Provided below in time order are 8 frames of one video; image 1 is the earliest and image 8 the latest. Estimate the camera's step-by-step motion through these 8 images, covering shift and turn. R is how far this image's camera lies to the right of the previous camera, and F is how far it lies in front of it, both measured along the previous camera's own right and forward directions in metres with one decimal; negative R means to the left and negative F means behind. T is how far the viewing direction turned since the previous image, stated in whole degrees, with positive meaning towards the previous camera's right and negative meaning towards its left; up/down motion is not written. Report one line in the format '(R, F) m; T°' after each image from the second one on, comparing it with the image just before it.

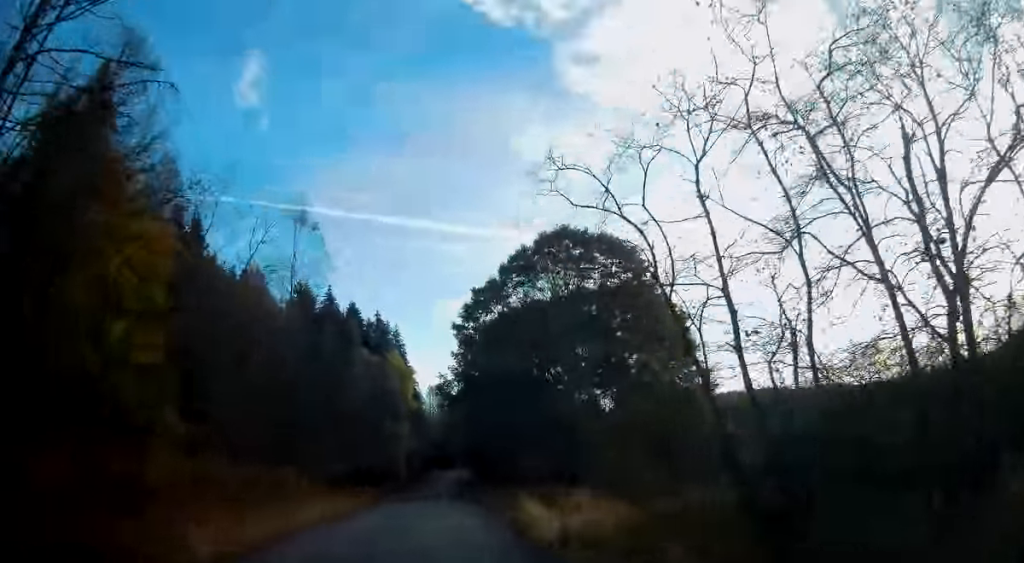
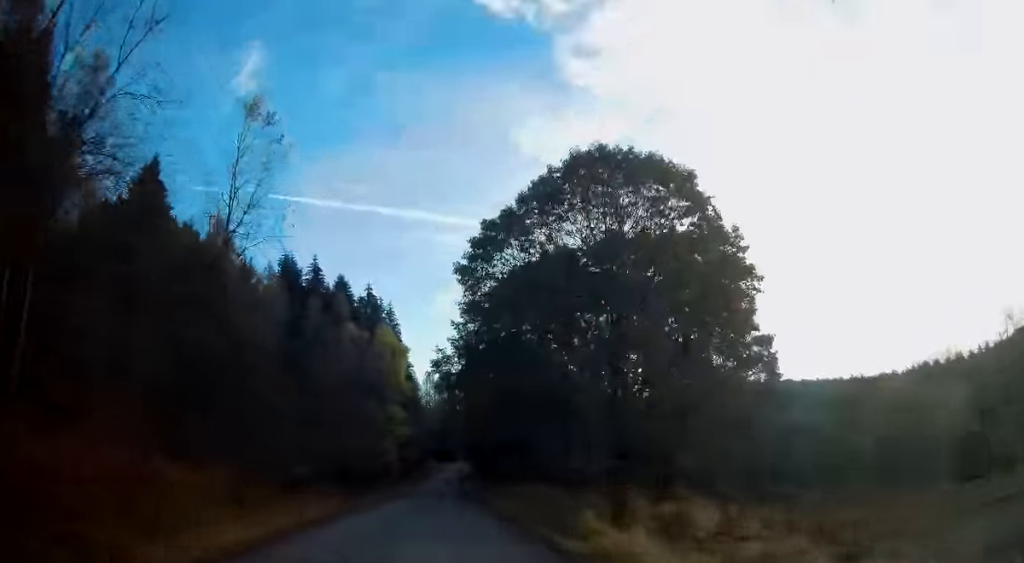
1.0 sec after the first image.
(0.0, +11.6) m; +1°
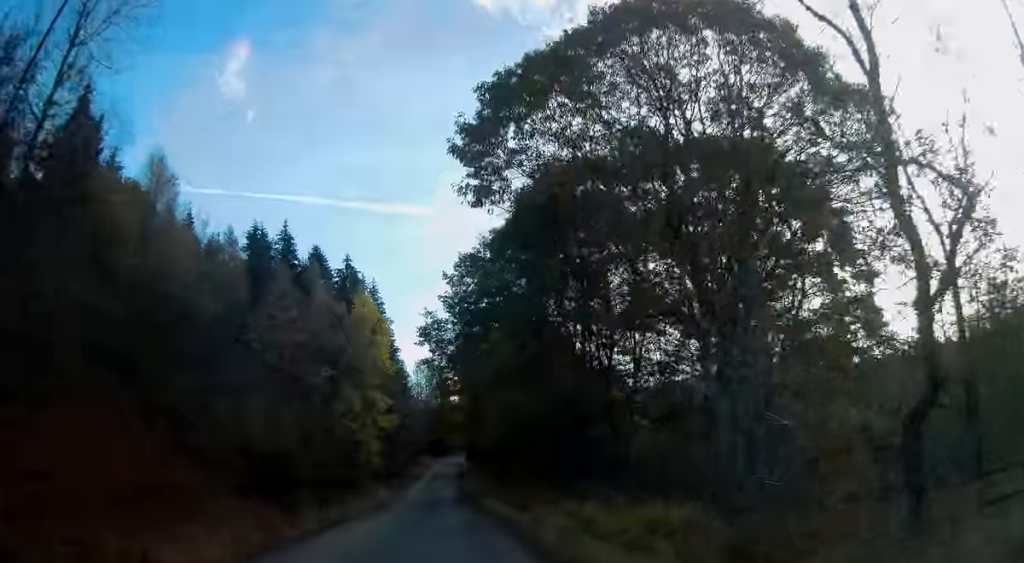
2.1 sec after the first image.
(+0.1, +13.2) m; +1°
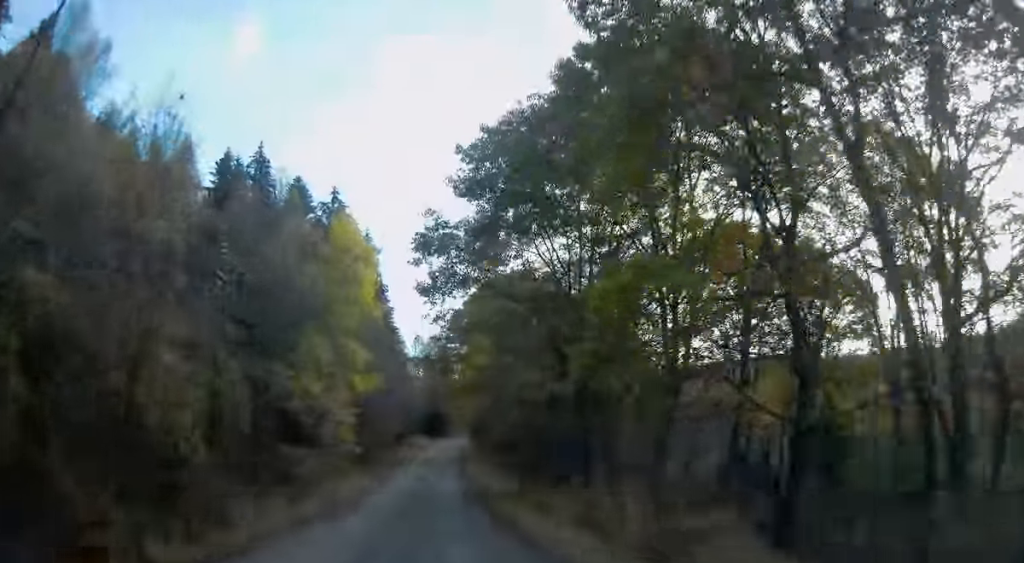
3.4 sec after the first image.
(+0.3, +16.4) m; +1°
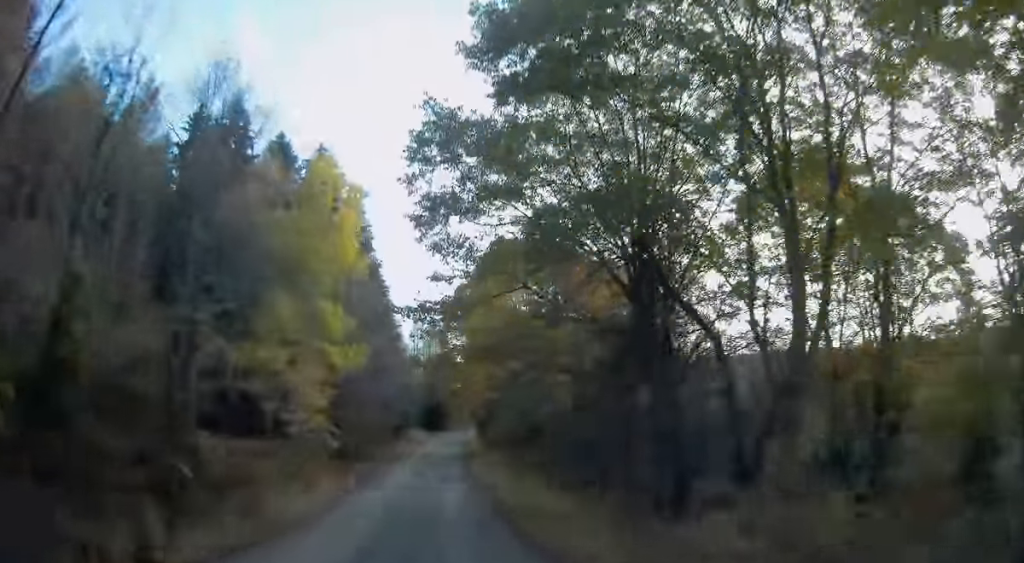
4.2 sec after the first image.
(0.0, +9.6) m; 0°
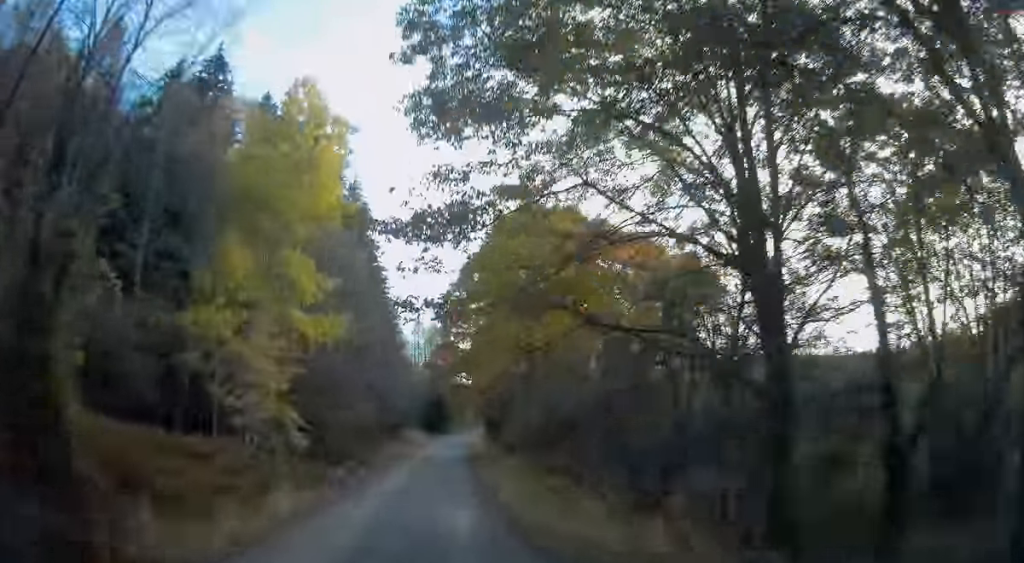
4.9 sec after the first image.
(0.0, +8.1) m; 0°
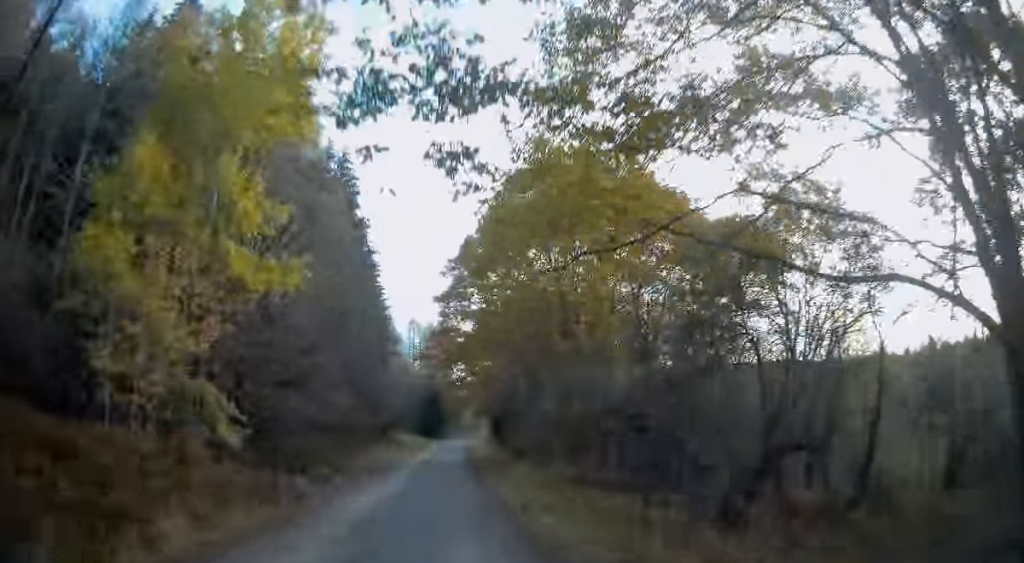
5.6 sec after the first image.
(0.0, +8.1) m; 0°
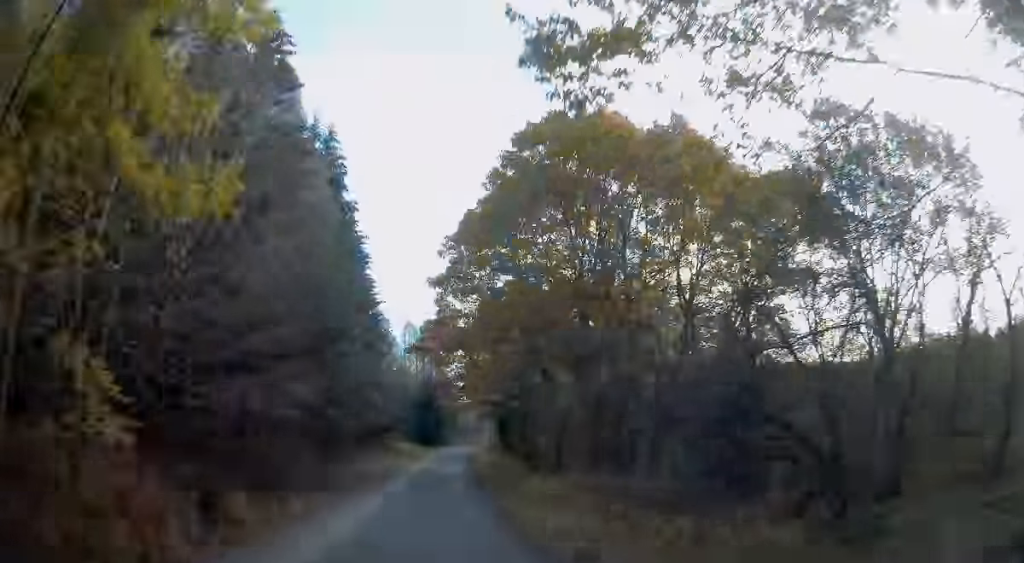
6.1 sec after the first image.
(-0.1, +6.7) m; 0°
